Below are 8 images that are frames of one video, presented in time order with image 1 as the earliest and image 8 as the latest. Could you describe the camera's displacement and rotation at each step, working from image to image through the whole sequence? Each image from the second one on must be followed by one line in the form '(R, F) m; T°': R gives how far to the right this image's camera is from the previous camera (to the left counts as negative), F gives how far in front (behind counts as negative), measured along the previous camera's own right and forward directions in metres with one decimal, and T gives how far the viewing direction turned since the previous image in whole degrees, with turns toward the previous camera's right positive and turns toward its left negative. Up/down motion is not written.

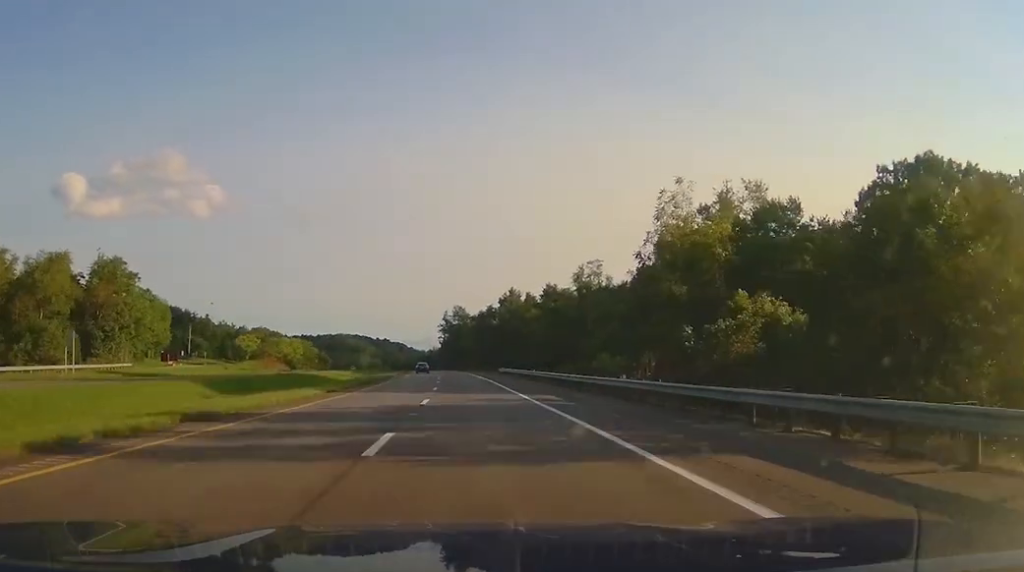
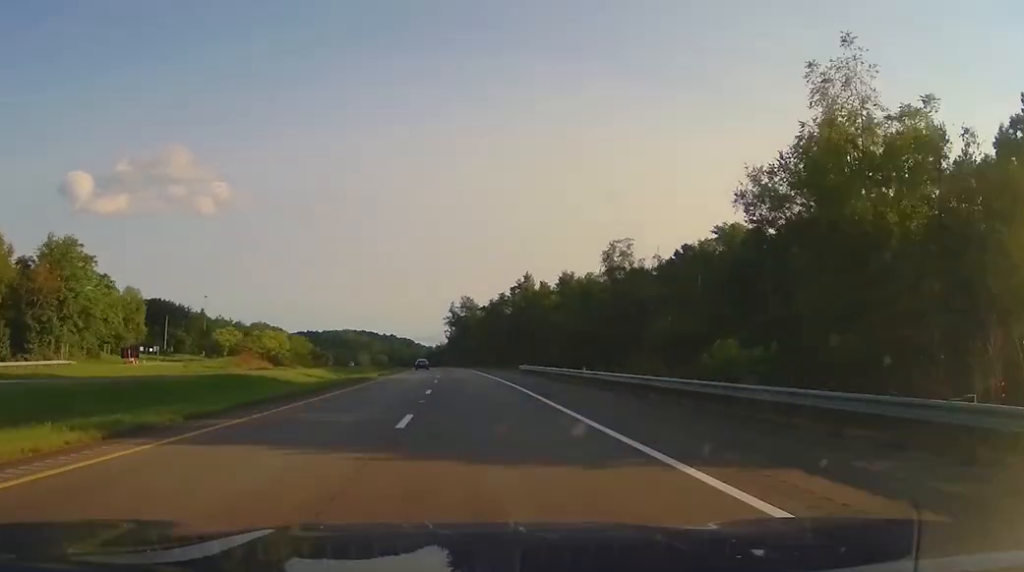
(+0.2, +21.0) m; 0°
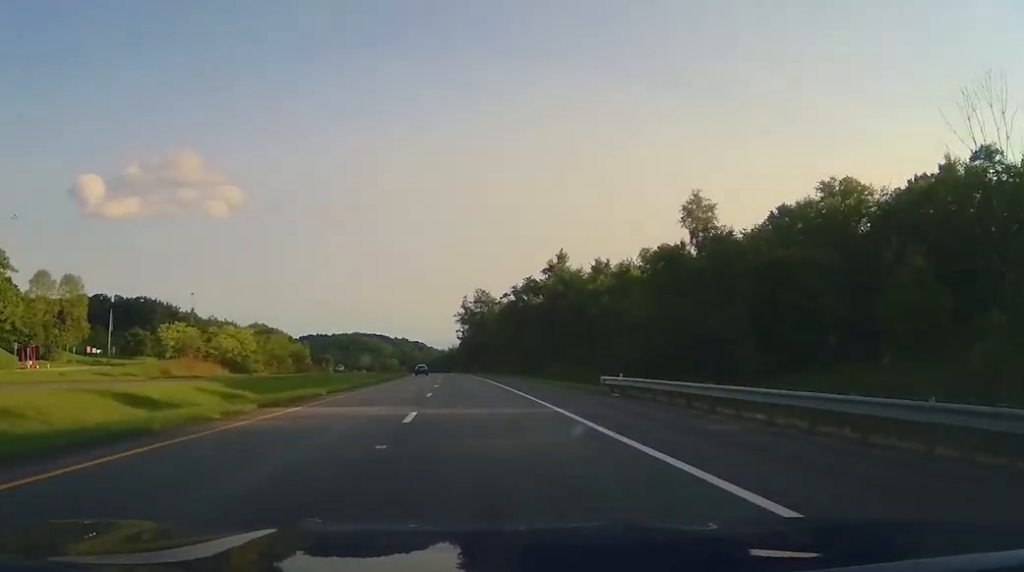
(-0.3, +35.0) m; -2°
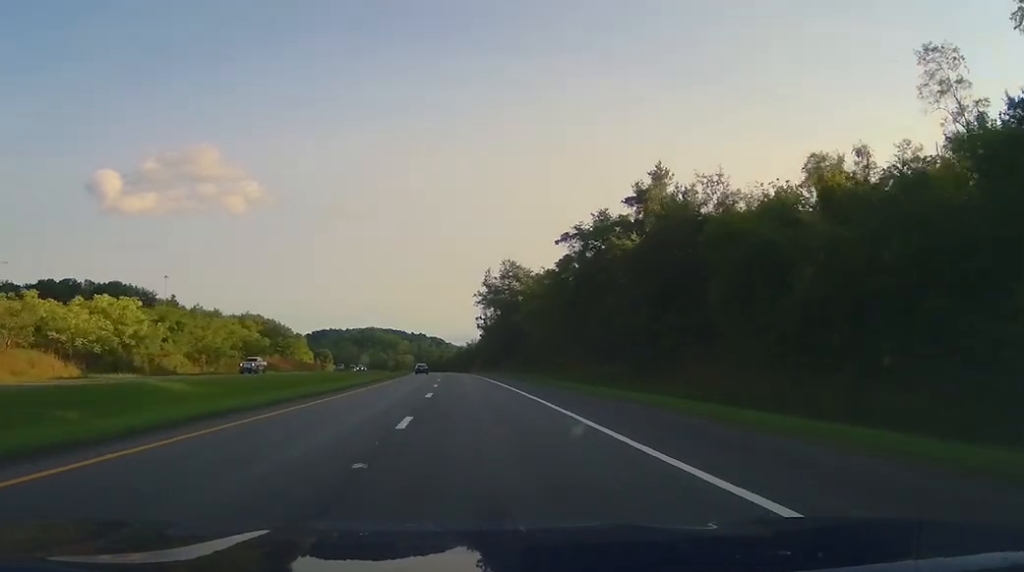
(-1.7, +50.4) m; -3°
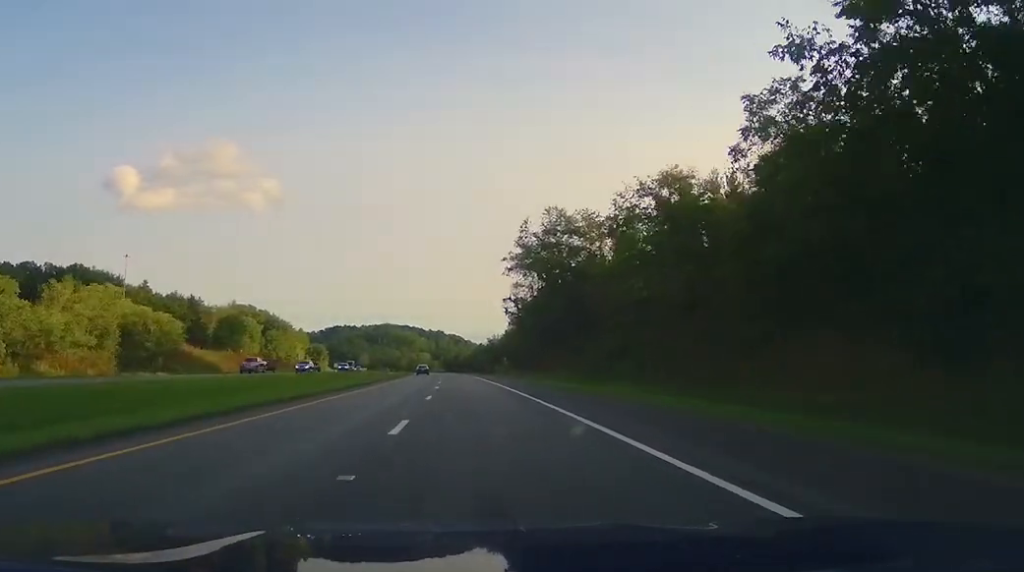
(0.0, +50.1) m; 0°
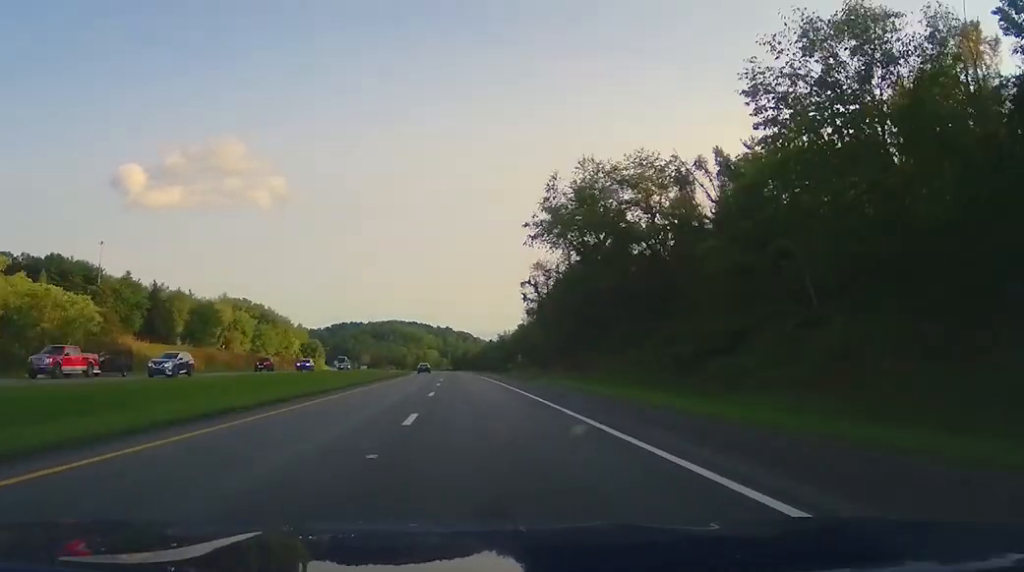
(0.0, +22.9) m; 0°
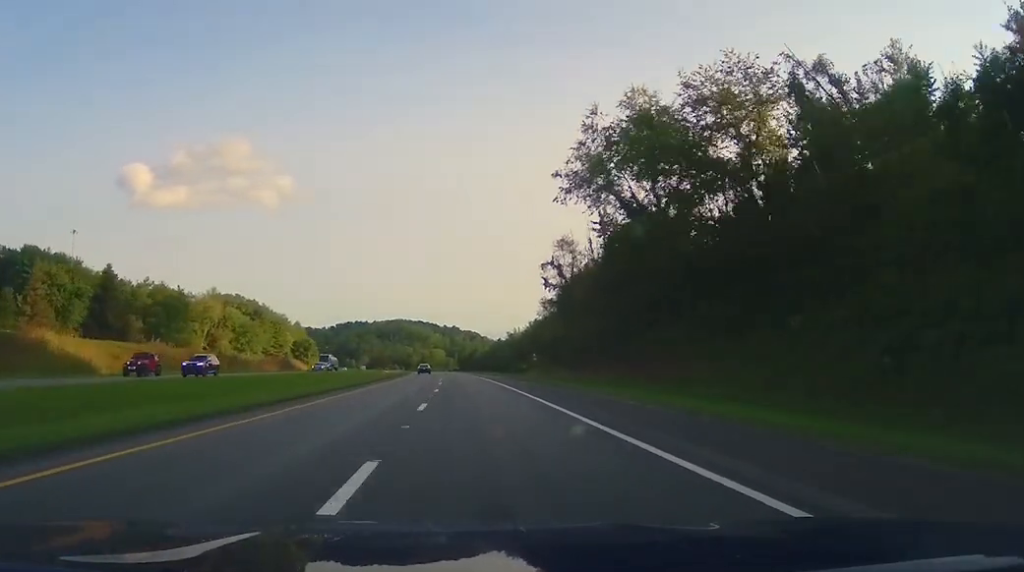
(0.0, +20.6) m; 0°
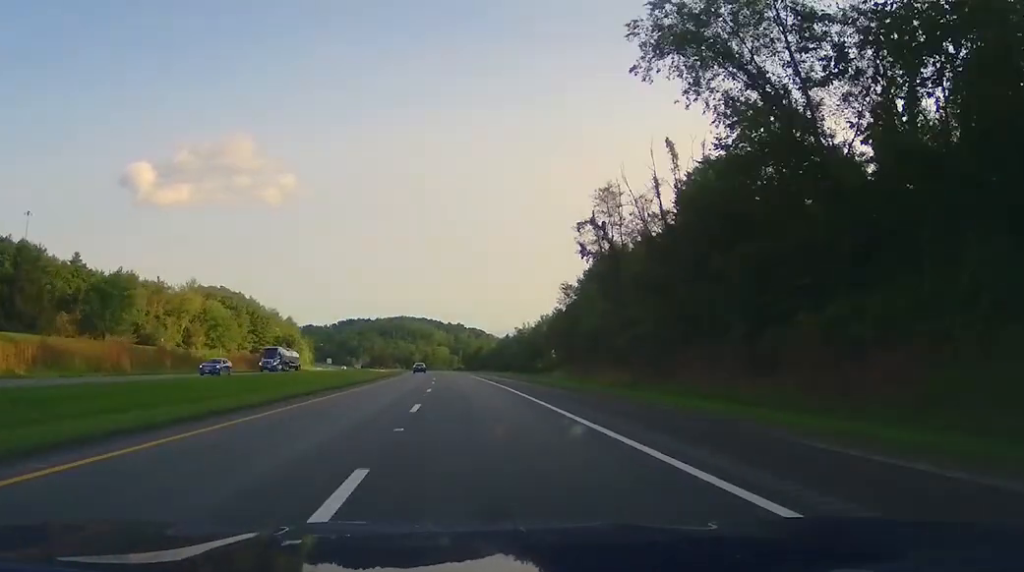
(0.0, +25.5) m; -1°
